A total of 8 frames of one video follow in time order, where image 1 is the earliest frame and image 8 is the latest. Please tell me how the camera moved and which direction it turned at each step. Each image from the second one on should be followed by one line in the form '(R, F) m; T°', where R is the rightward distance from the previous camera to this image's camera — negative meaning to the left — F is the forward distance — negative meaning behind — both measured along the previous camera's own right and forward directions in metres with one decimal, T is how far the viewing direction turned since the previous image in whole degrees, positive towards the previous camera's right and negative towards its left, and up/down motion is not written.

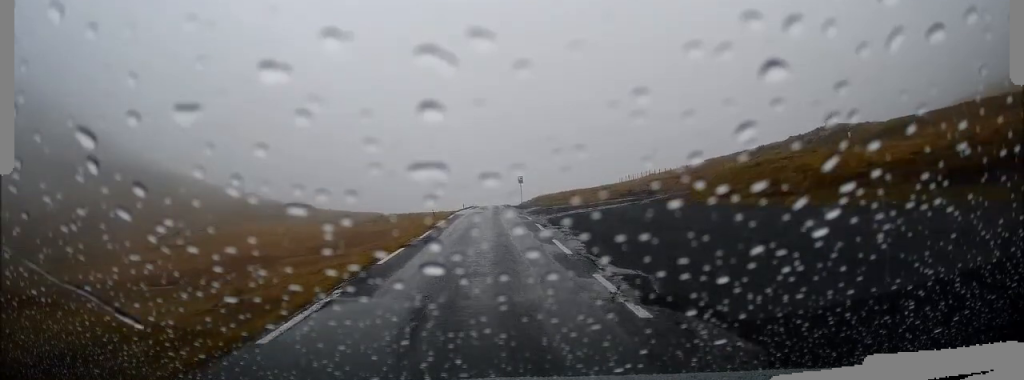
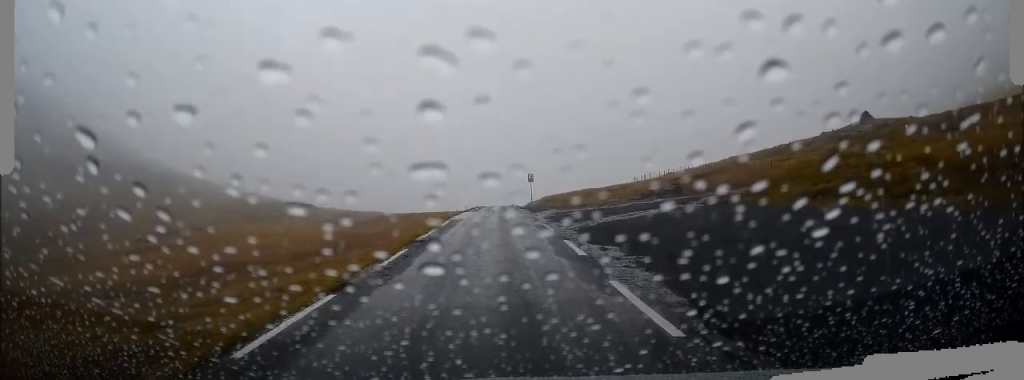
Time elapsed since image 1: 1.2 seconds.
(-0.1, +5.9) m; -1°
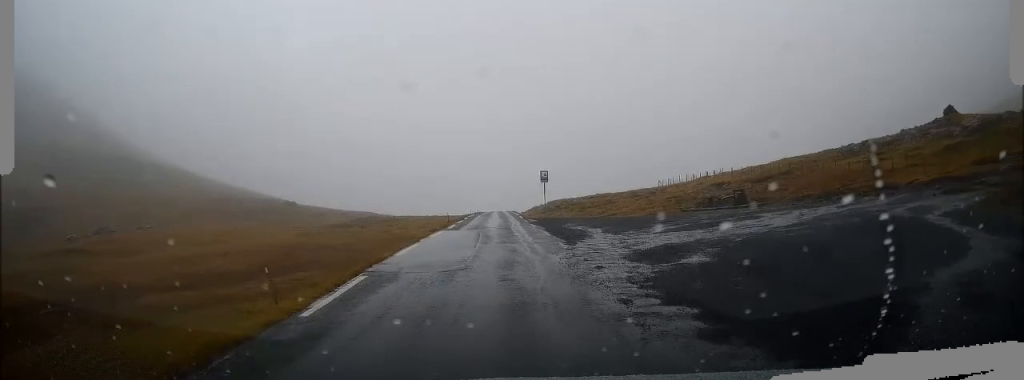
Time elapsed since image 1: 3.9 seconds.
(0.0, +15.8) m; 0°
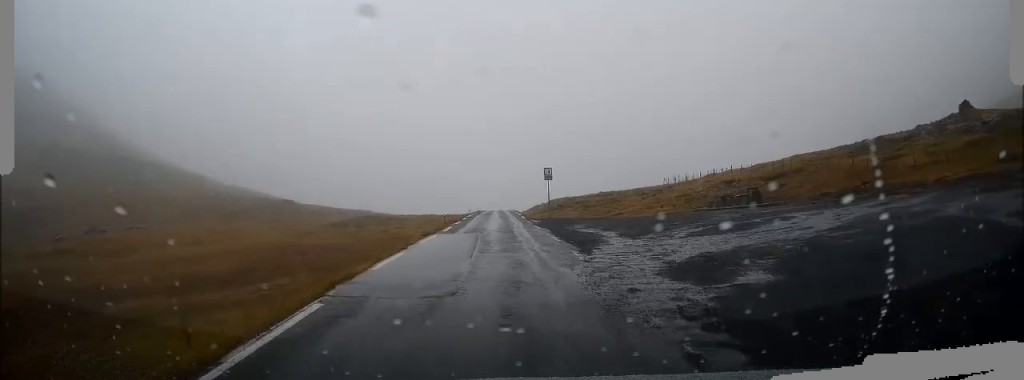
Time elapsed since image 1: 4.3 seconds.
(0.0, +2.6) m; 0°
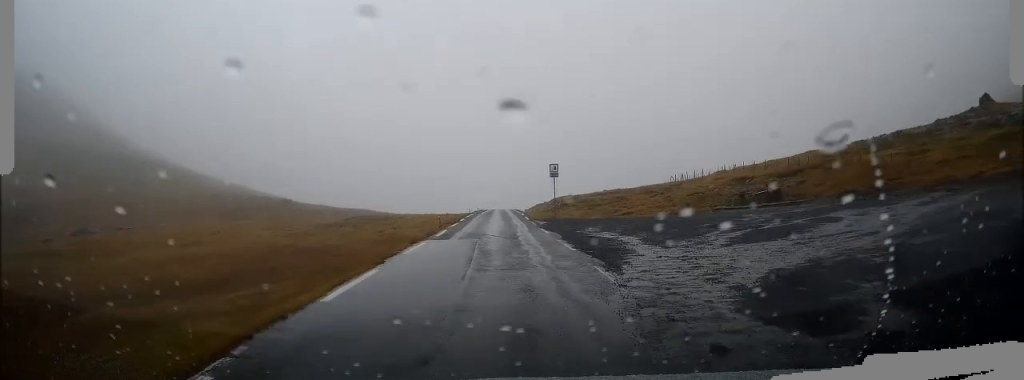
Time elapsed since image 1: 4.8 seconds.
(0.0, +3.1) m; 0°
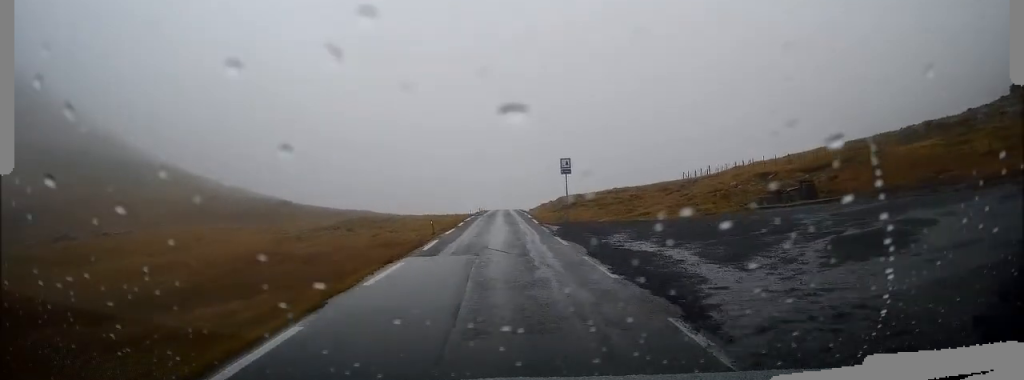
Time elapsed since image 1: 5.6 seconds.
(0.0, +4.4) m; 0°
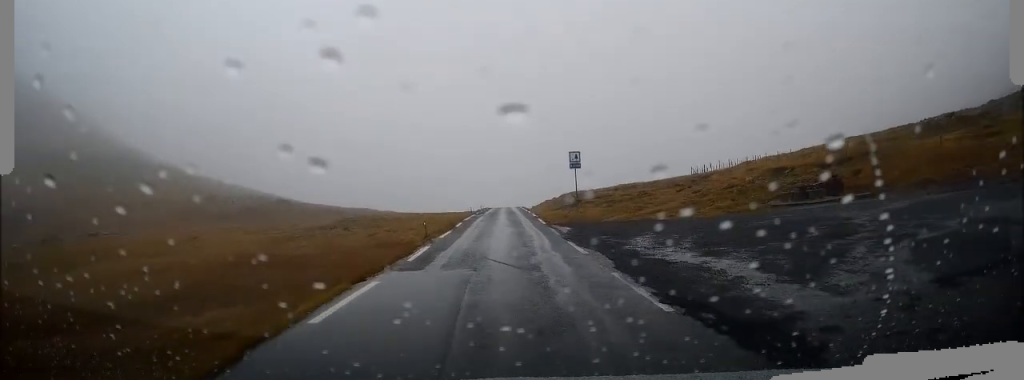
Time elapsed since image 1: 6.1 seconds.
(0.0, +2.8) m; 0°
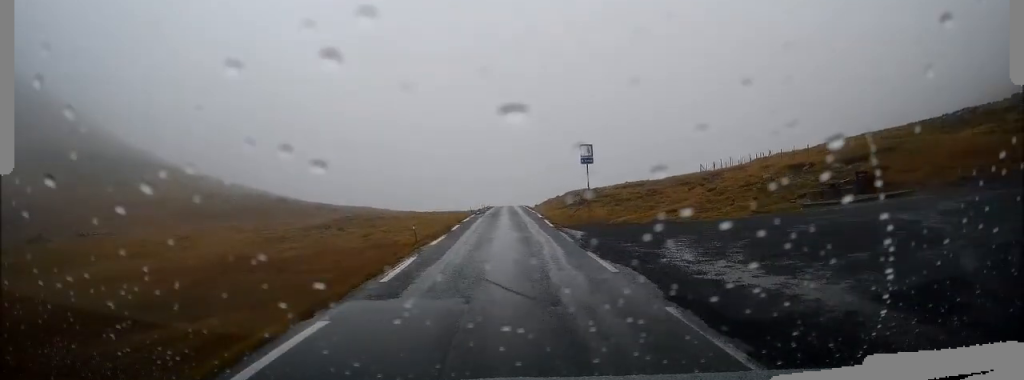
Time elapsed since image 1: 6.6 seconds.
(0.0, +2.9) m; 0°
